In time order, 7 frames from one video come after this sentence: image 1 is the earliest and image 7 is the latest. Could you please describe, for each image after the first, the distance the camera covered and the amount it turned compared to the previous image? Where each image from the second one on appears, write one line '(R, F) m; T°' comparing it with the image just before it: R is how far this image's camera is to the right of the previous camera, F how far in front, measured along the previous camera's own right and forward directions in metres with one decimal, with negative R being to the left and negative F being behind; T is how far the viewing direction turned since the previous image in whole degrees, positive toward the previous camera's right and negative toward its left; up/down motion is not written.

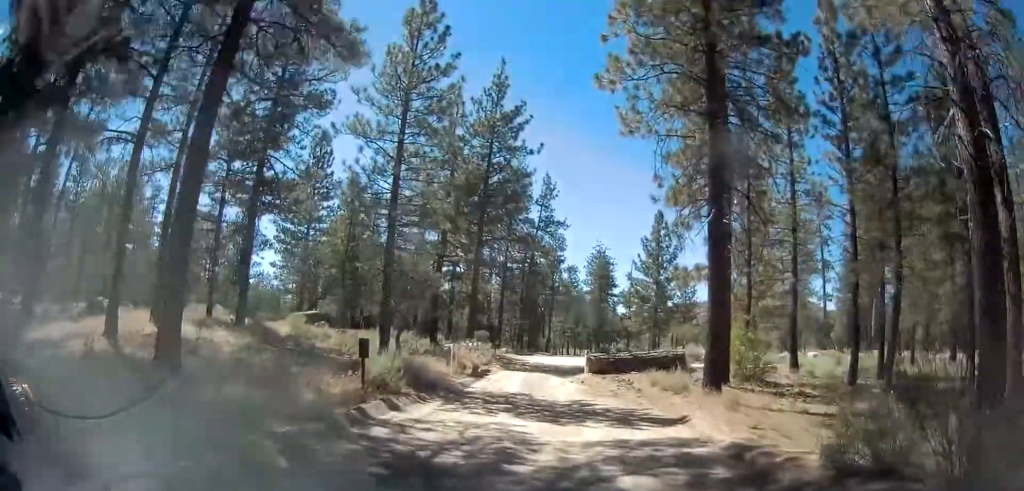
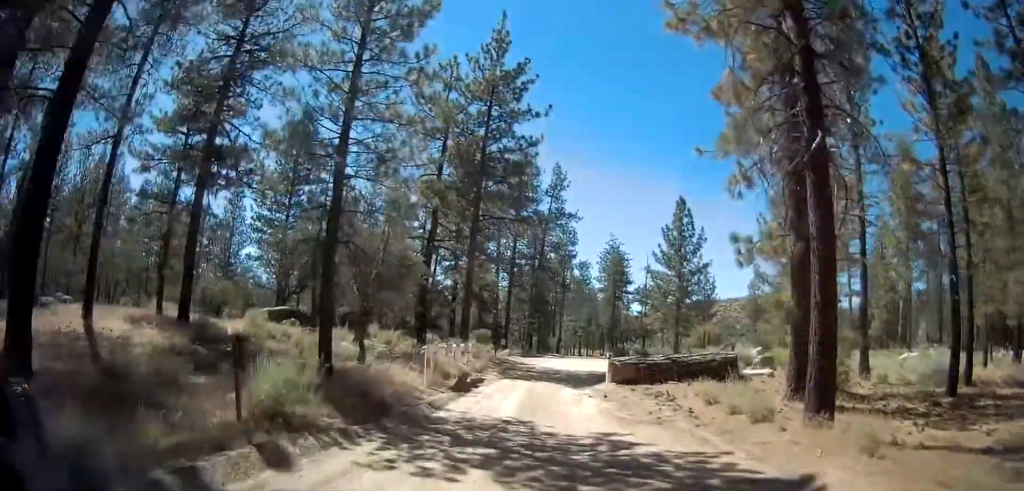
(0.0, +6.4) m; -2°
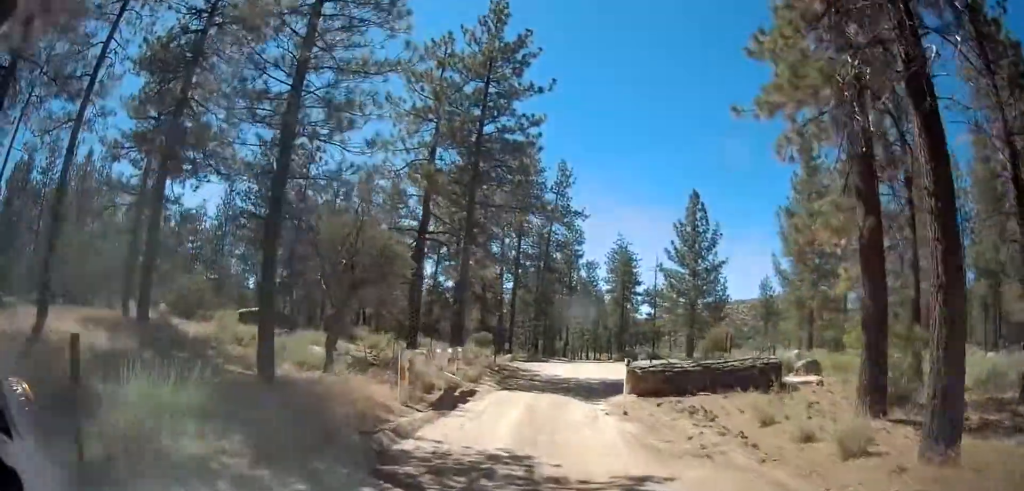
(-0.1, +3.6) m; +1°
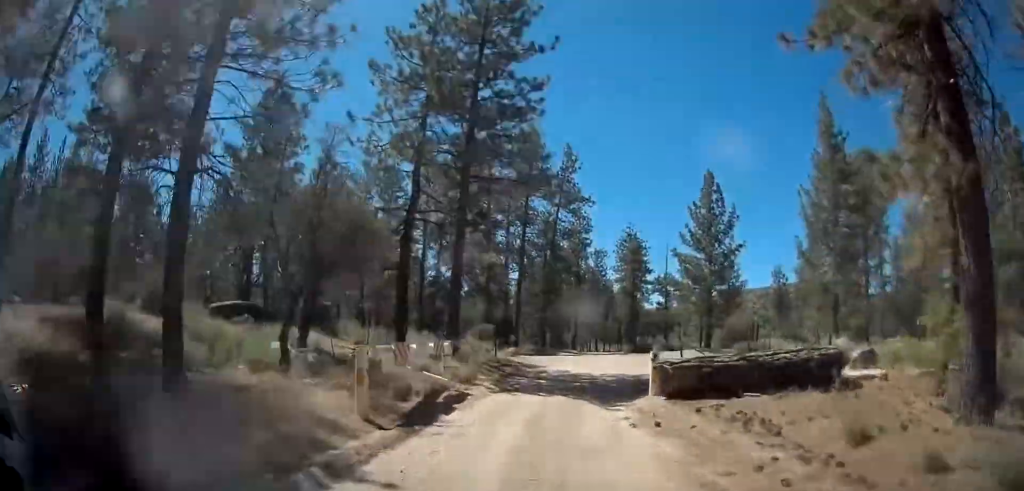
(0.0, +3.5) m; +1°
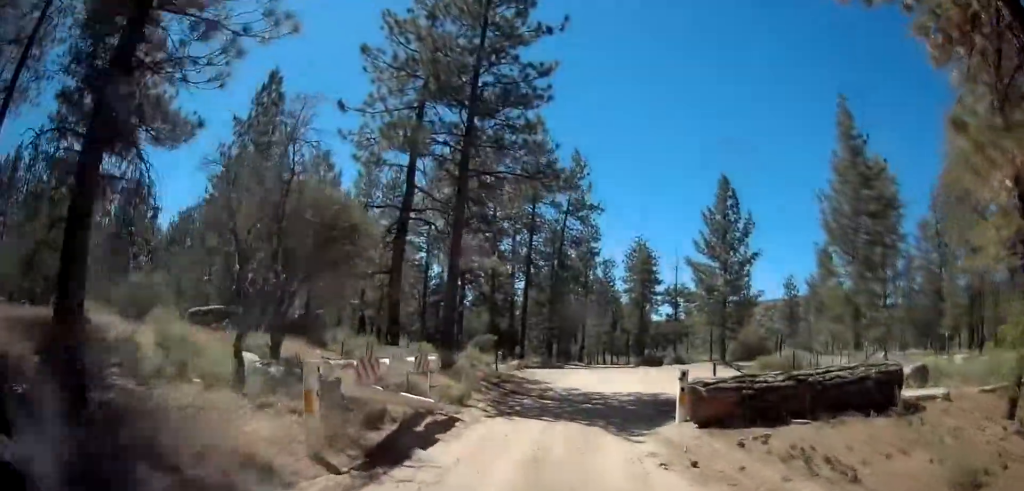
(+0.2, +2.4) m; -1°
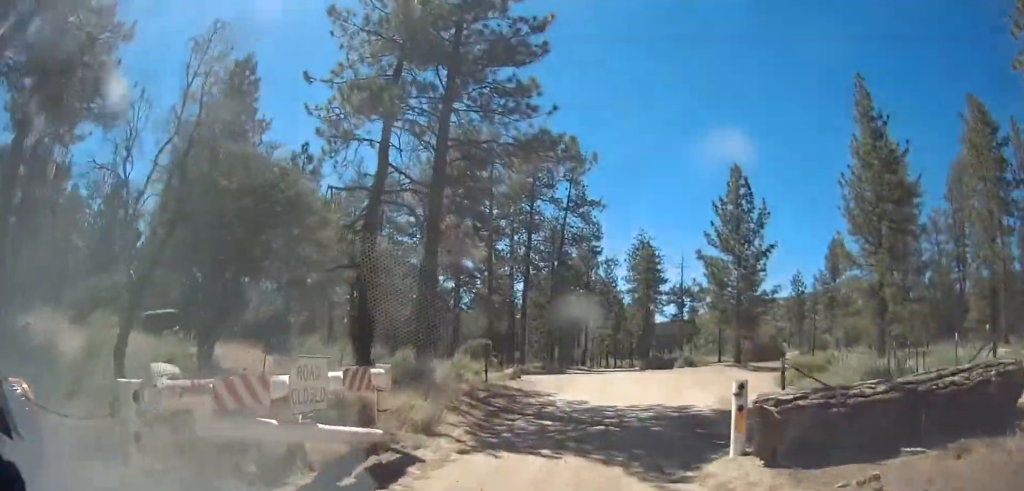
(-0.1, +3.7) m; -1°
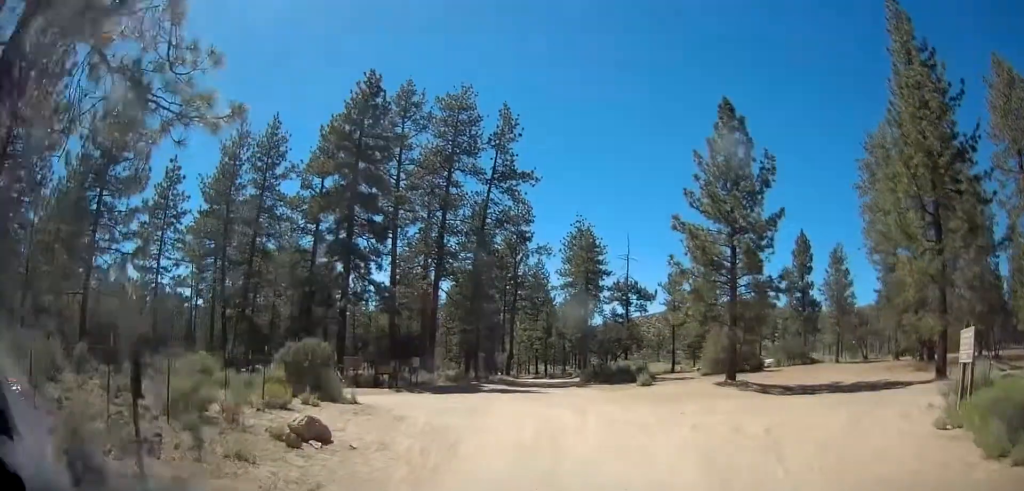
(+0.9, +13.8) m; +7°
